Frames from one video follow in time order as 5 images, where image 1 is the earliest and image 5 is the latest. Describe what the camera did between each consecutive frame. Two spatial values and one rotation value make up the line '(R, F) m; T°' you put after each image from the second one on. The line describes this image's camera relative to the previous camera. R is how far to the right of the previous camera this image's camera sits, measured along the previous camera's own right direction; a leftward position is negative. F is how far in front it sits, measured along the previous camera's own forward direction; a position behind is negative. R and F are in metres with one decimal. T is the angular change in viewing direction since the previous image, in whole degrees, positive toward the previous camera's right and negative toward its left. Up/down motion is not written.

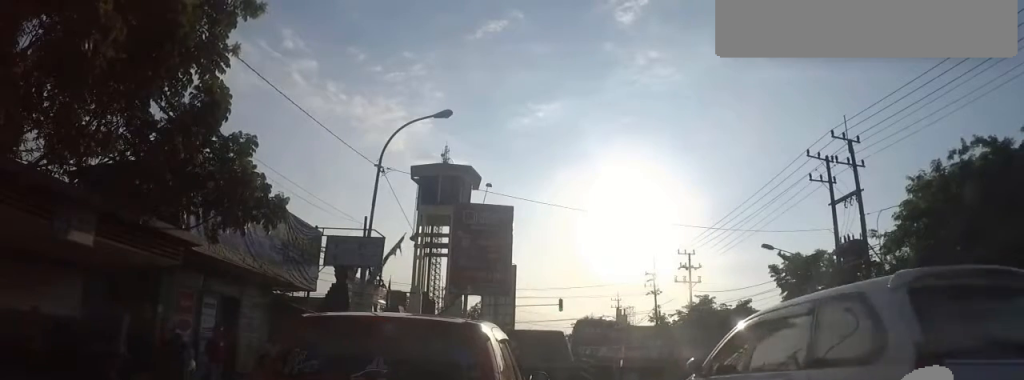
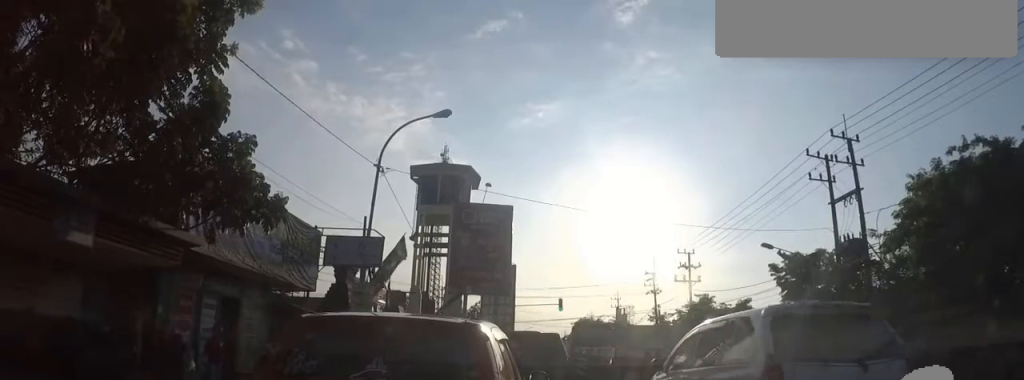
(0.0, 0.0) m; 0°
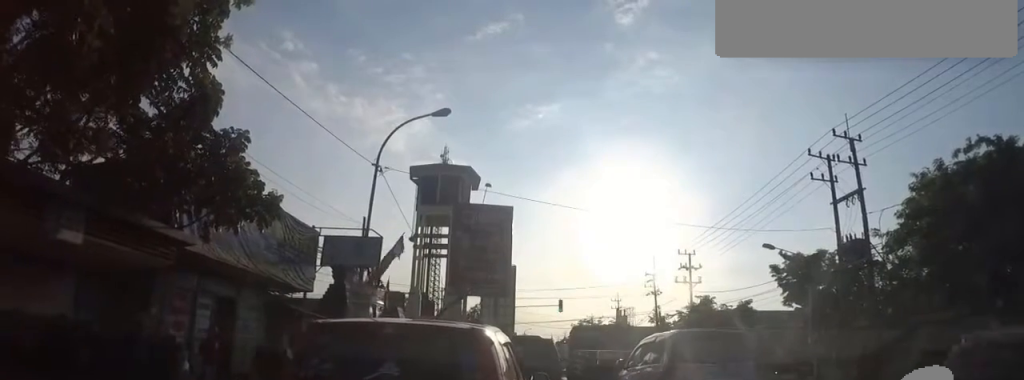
(0.0, +0.4) m; 0°
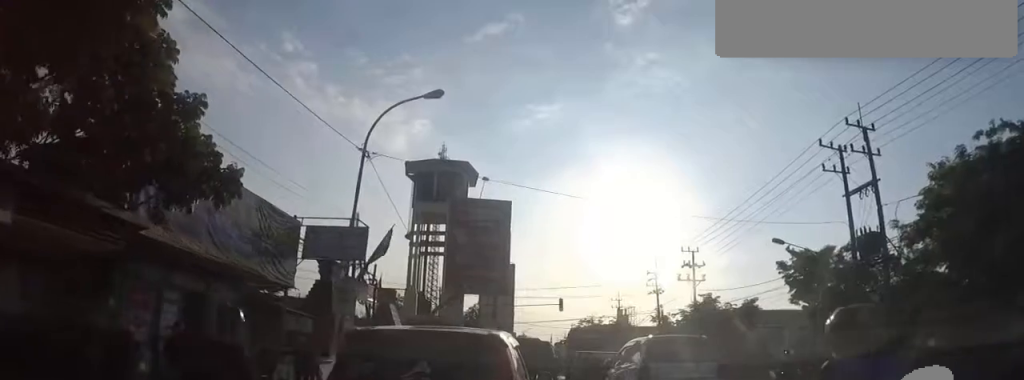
(0.0, +1.0) m; 0°
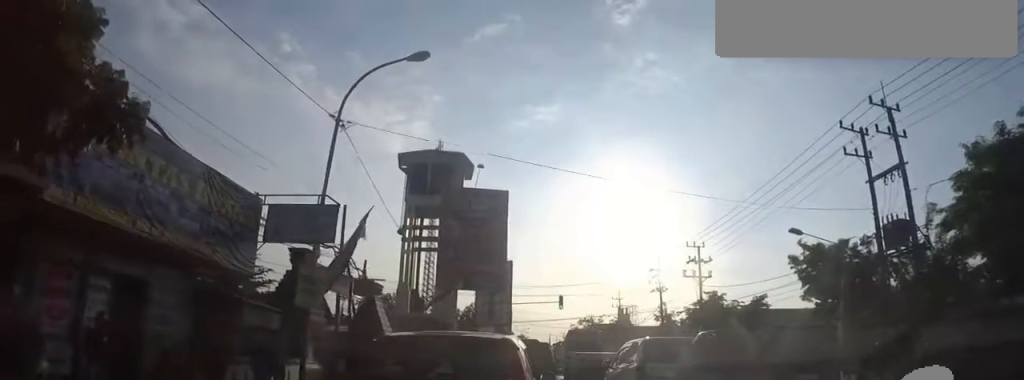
(0.0, +1.9) m; 0°
